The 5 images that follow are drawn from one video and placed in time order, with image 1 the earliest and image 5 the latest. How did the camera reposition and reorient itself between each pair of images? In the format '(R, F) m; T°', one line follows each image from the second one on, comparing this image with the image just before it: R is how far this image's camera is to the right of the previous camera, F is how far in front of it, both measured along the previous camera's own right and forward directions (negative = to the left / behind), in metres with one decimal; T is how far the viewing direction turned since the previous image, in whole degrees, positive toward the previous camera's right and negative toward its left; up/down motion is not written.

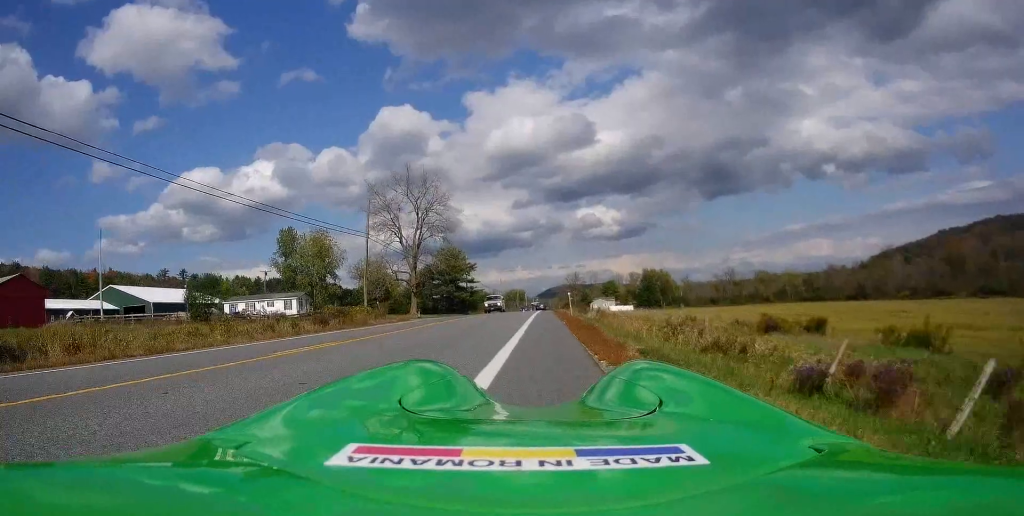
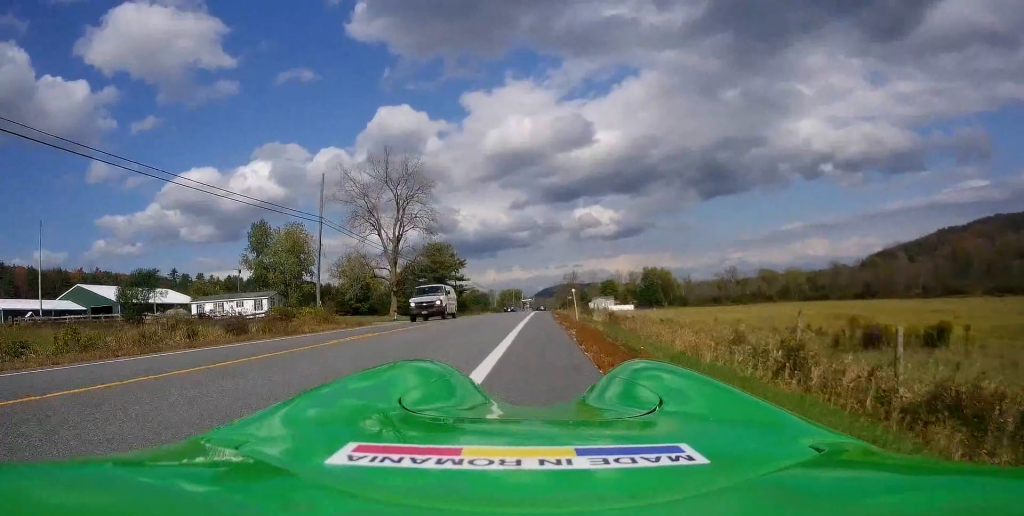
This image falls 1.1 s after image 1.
(-0.1, +9.3) m; 0°
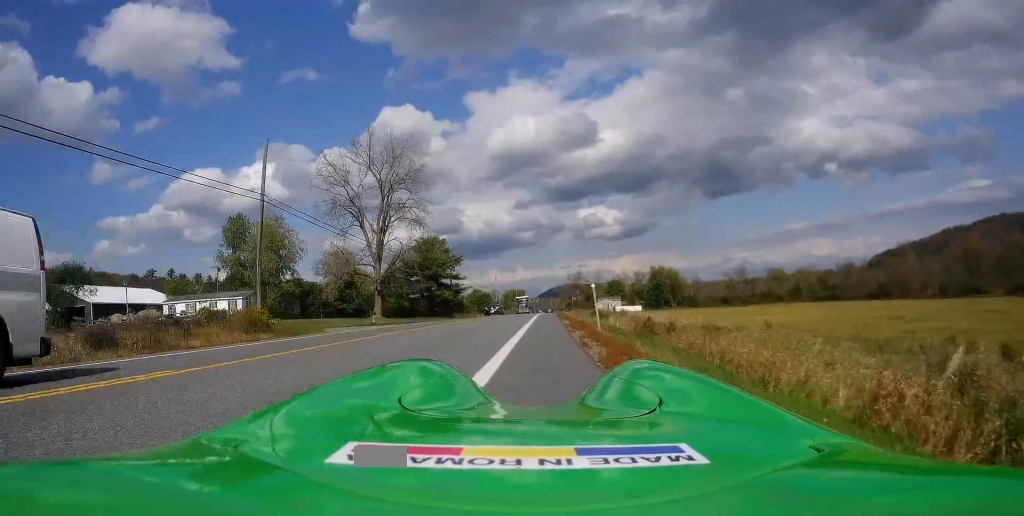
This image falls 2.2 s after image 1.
(+0.1, +9.0) m; +1°
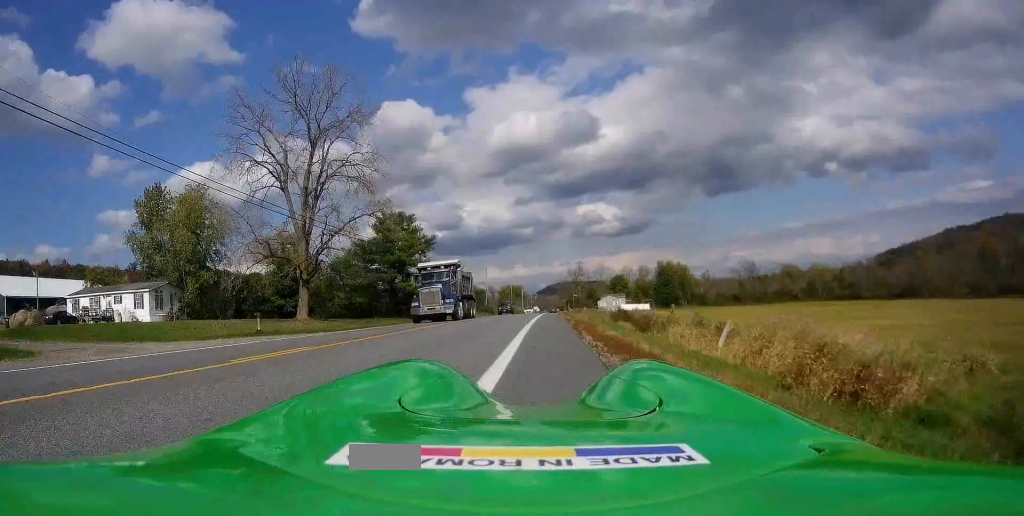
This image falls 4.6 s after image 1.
(-0.6, +20.1) m; -4°
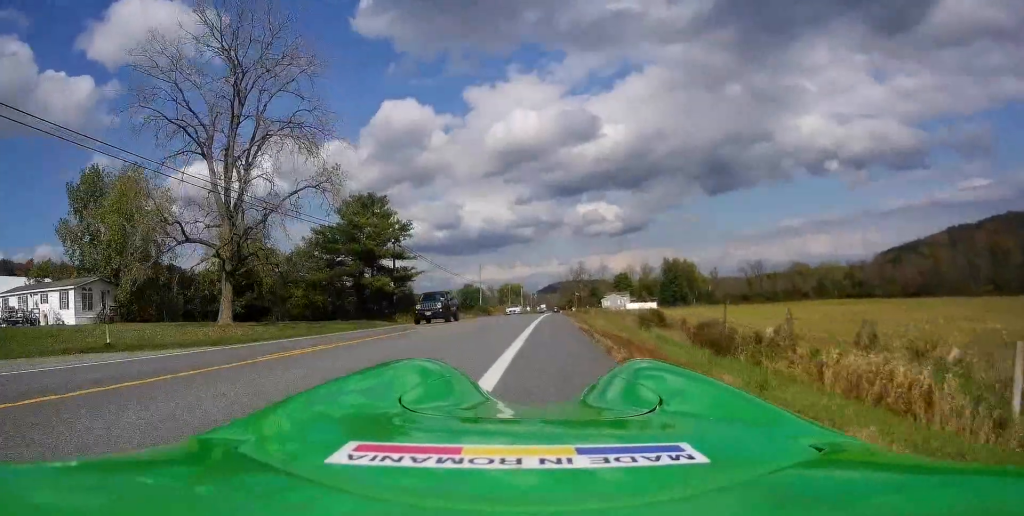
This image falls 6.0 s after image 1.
(-0.2, +11.6) m; +3°
